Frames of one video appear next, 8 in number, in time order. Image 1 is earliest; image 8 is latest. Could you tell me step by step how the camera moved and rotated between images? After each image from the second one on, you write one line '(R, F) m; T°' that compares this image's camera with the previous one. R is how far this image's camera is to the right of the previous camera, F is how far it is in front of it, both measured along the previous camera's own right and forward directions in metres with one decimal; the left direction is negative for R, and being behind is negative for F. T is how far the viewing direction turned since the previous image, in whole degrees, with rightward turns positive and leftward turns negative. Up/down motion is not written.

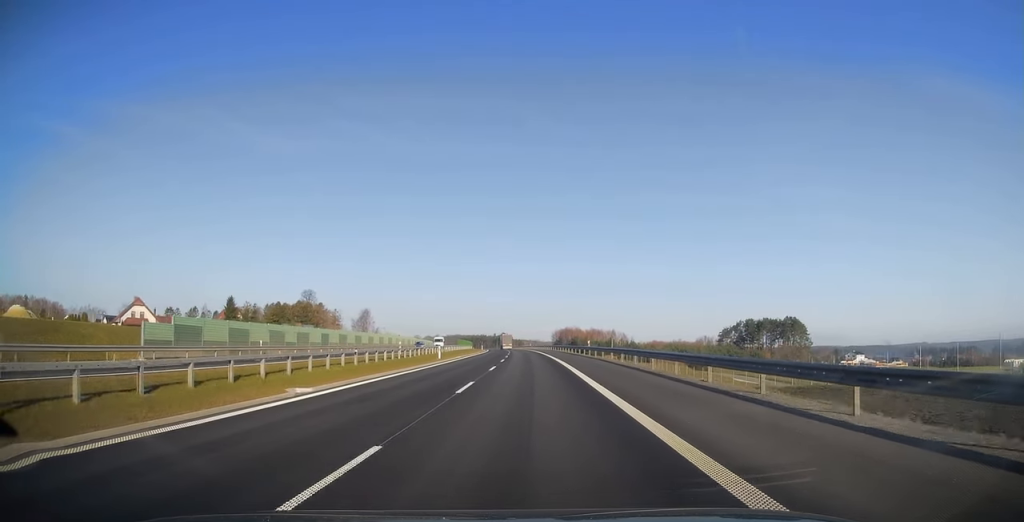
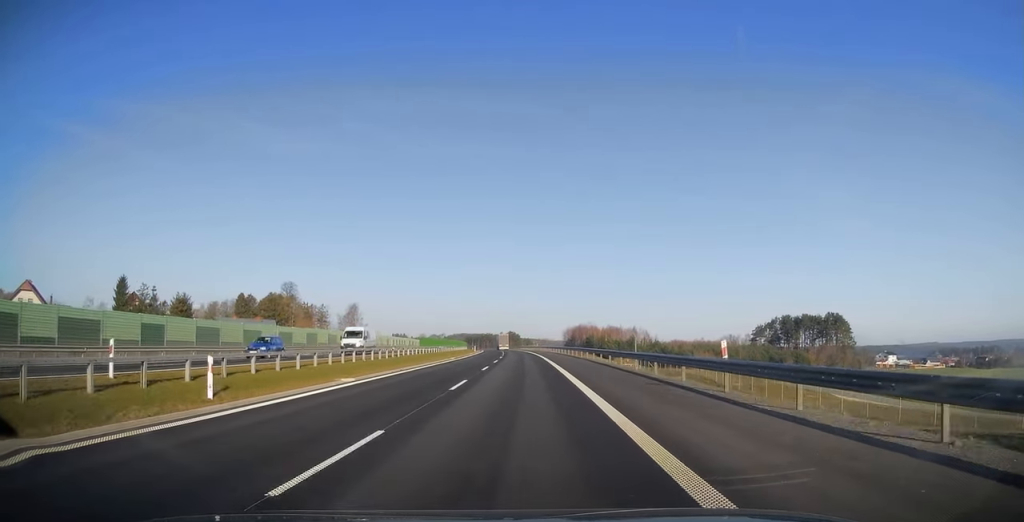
(-0.5, +34.4) m; -1°
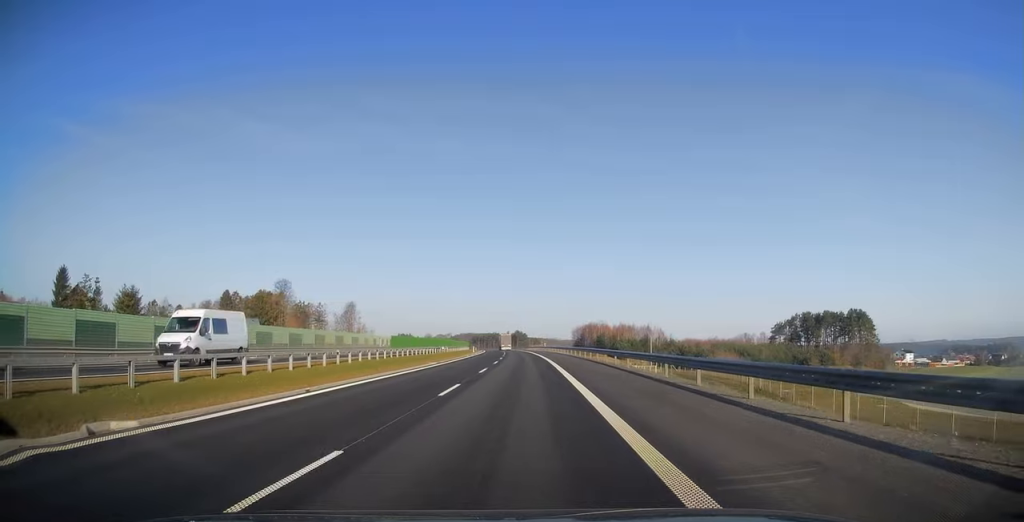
(-0.1, +13.7) m; 0°
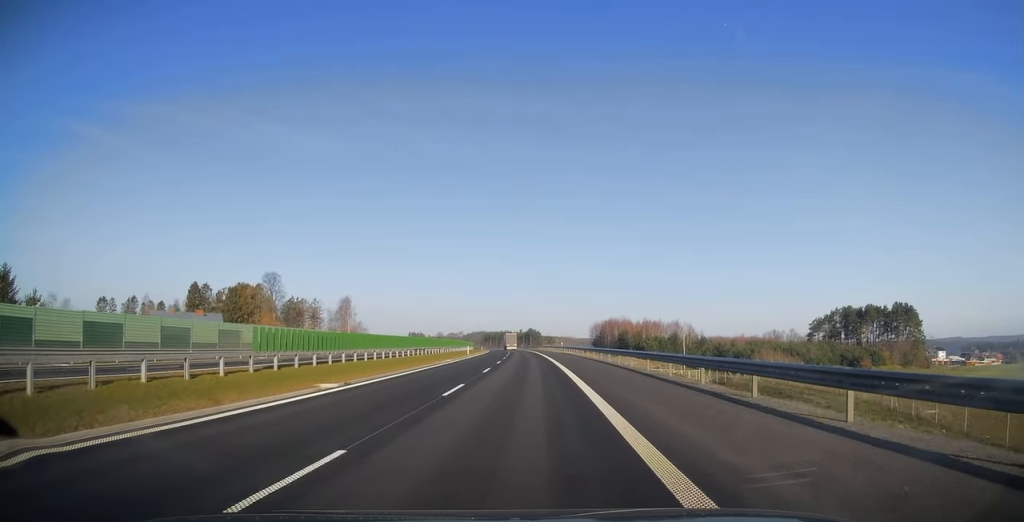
(-0.1, +23.8) m; -1°
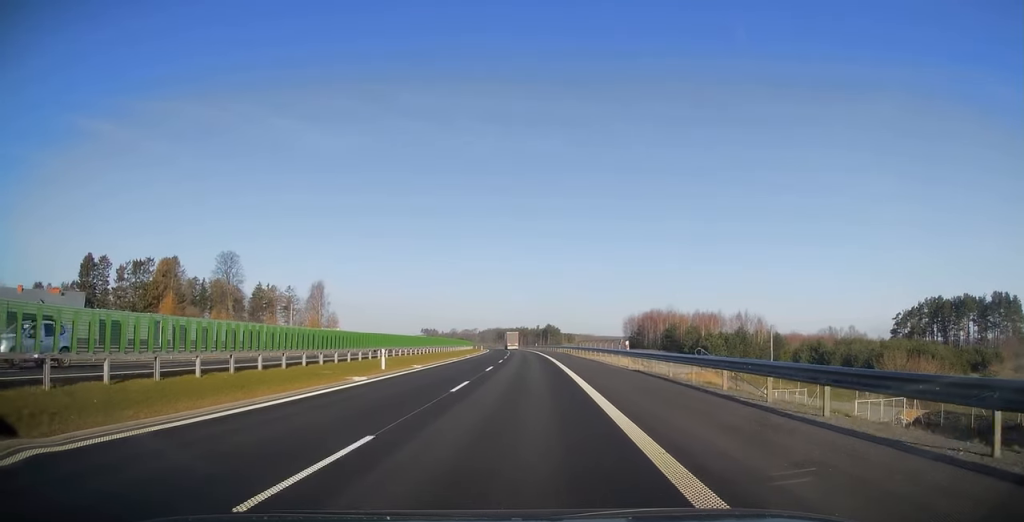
(-0.9, +46.9) m; -2°
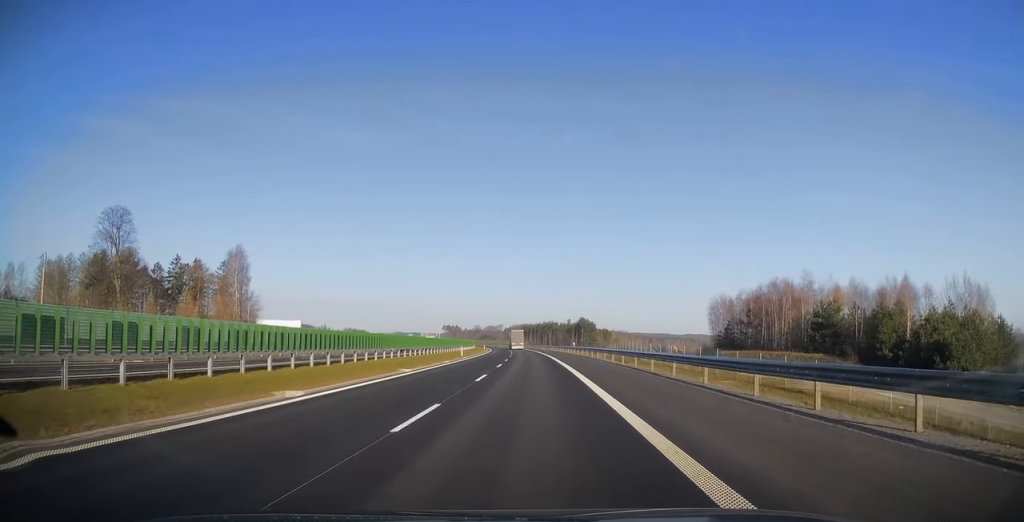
(-1.3, +67.5) m; -2°
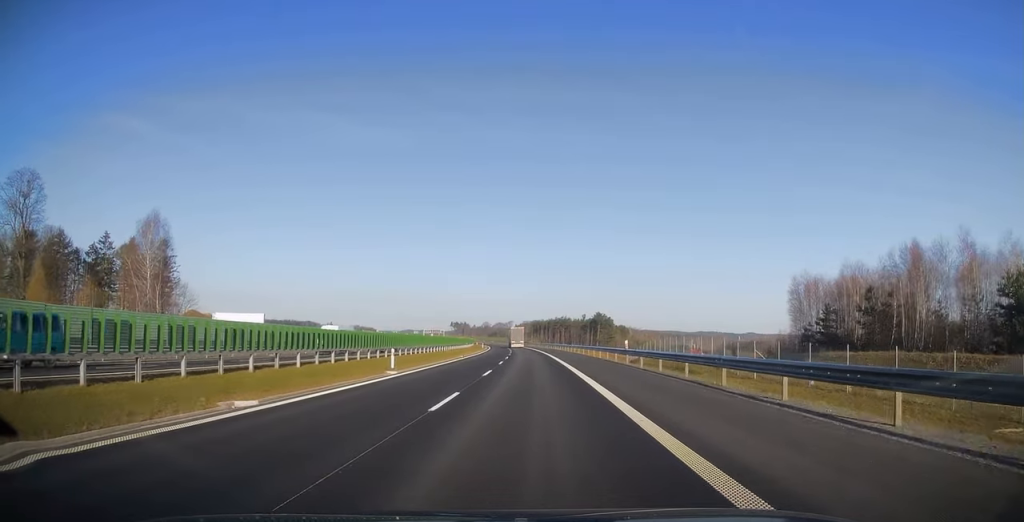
(-0.4, +33.3) m; -2°
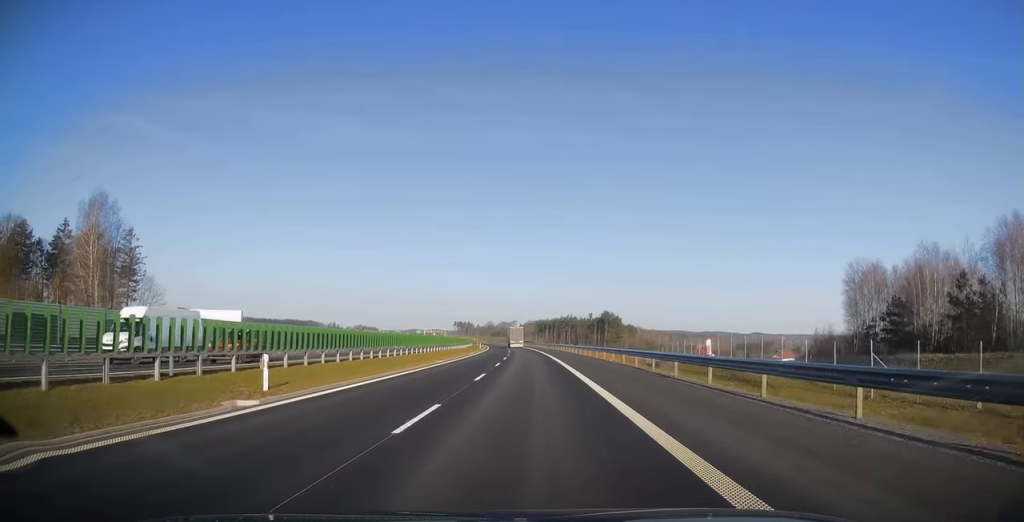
(-0.2, +14.8) m; -1°
